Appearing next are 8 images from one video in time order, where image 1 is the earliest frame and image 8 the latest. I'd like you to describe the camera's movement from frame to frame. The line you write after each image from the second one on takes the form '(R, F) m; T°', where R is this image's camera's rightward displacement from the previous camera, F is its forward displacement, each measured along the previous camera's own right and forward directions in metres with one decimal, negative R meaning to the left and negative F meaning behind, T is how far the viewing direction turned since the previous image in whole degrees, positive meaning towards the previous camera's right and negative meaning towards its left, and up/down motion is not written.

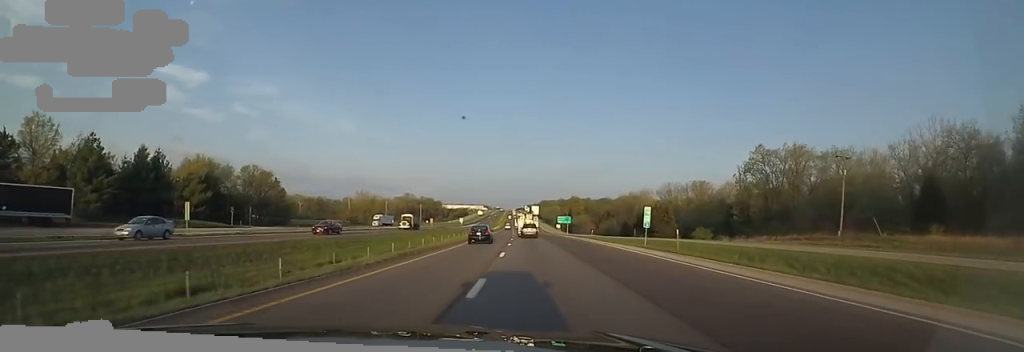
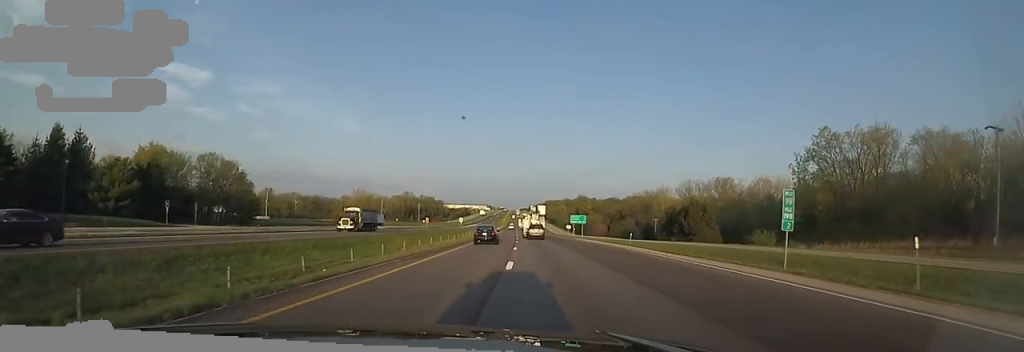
(0.0, +18.7) m; 0°
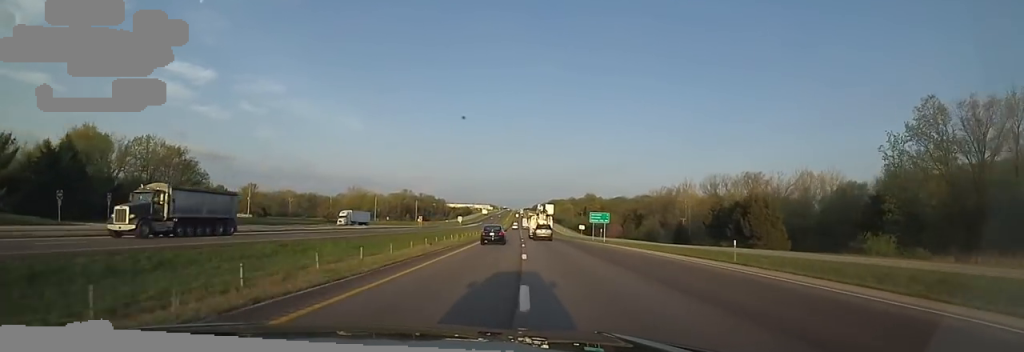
(0.0, +19.8) m; 0°
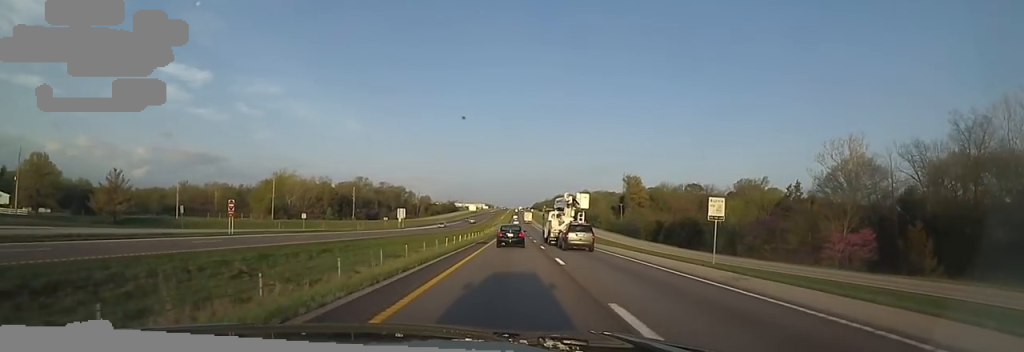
(-1.3, +111.3) m; -1°
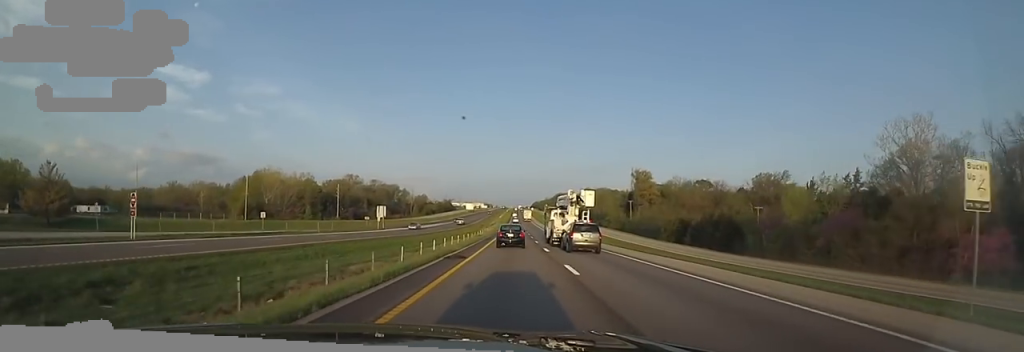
(0.0, +16.0) m; 0°
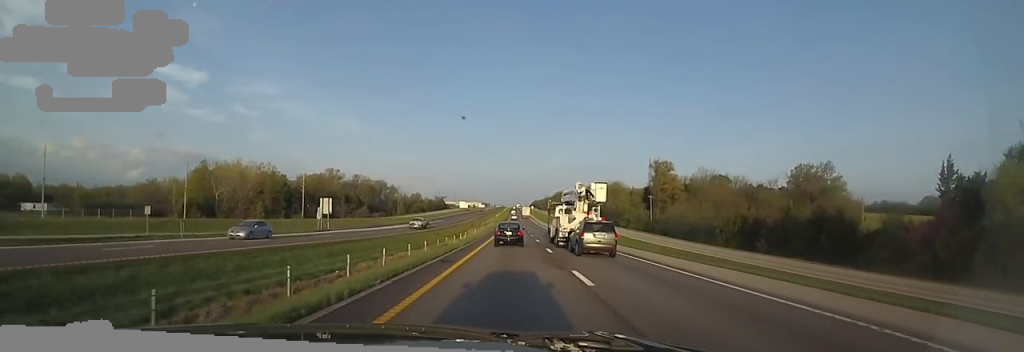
(-0.1, +27.5) m; 0°
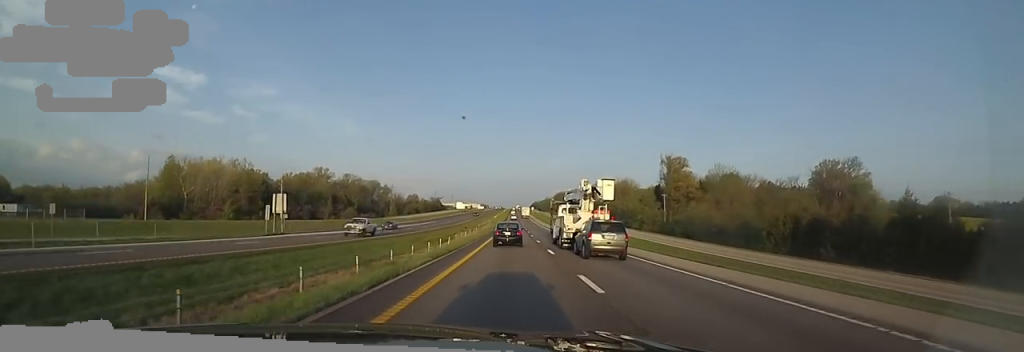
(-0.1, +14.9) m; 0°
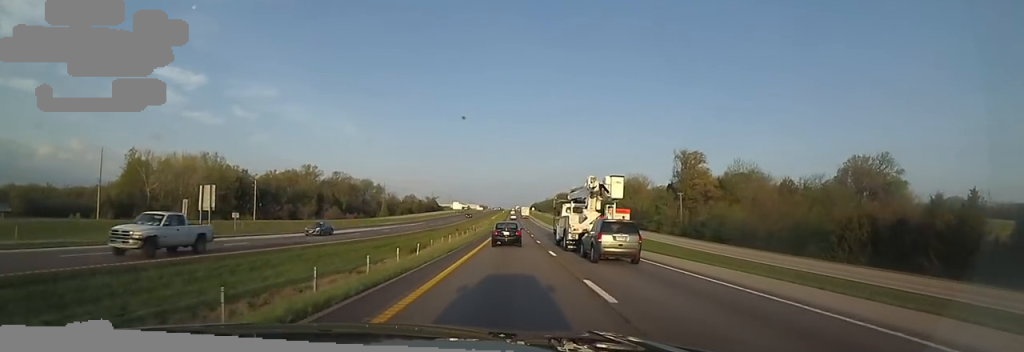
(0.0, +13.5) m; 0°
